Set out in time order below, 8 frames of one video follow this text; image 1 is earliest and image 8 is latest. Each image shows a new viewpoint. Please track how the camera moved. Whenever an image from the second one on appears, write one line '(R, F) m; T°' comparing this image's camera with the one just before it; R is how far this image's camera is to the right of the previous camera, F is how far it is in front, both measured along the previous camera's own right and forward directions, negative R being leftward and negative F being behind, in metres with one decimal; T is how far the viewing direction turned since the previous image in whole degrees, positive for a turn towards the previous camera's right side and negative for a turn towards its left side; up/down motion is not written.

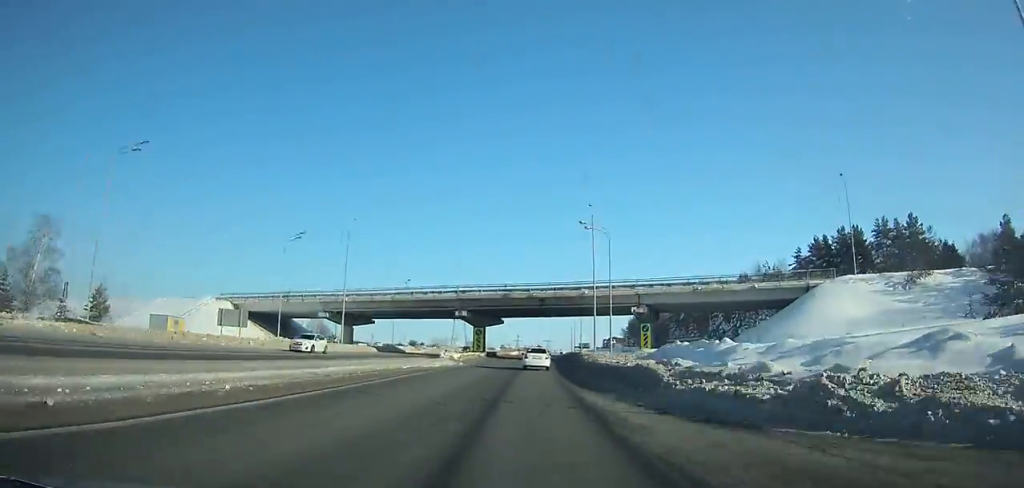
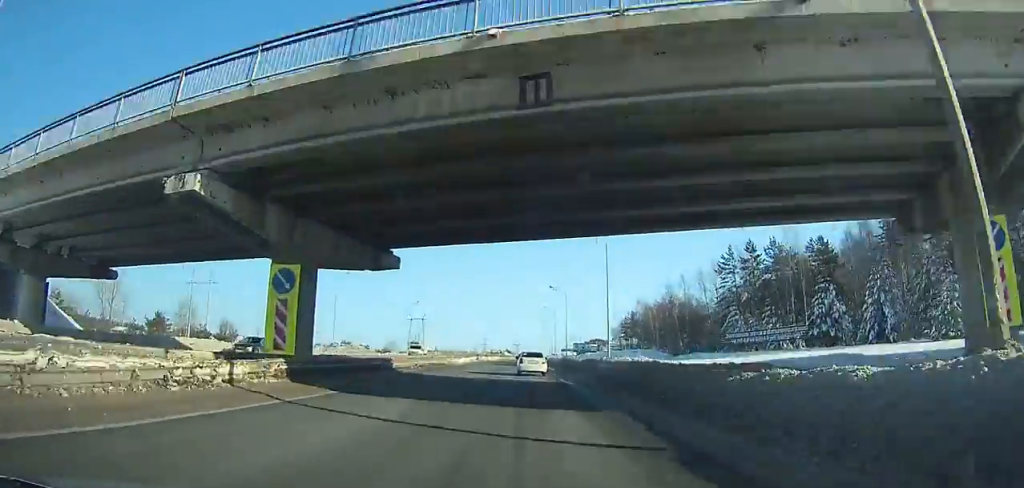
(+1.0, +53.3) m; +2°
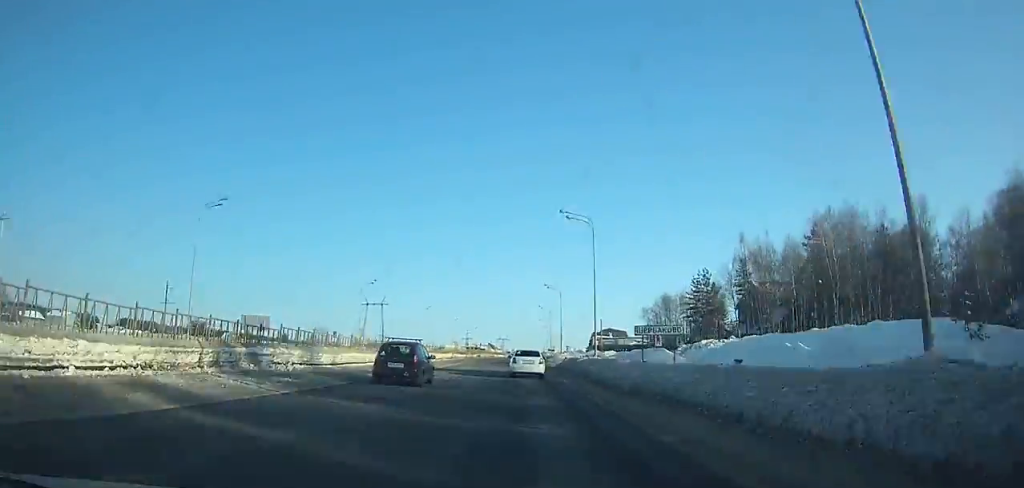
(+1.4, +81.0) m; +1°
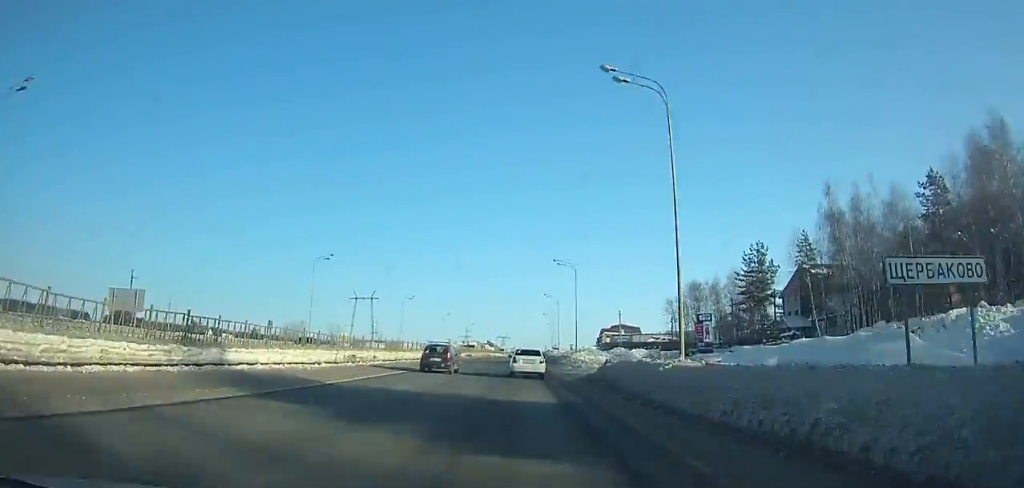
(0.0, +22.9) m; 0°
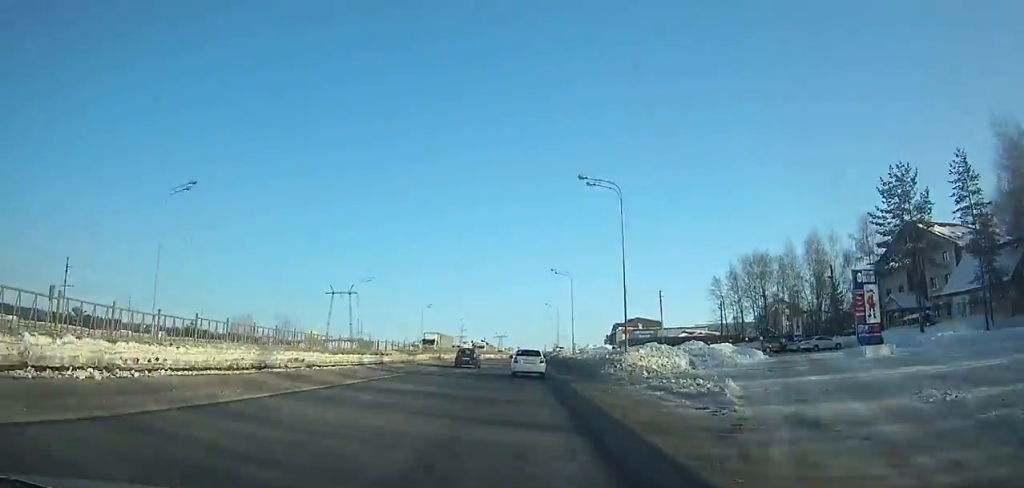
(0.0, +32.3) m; 0°
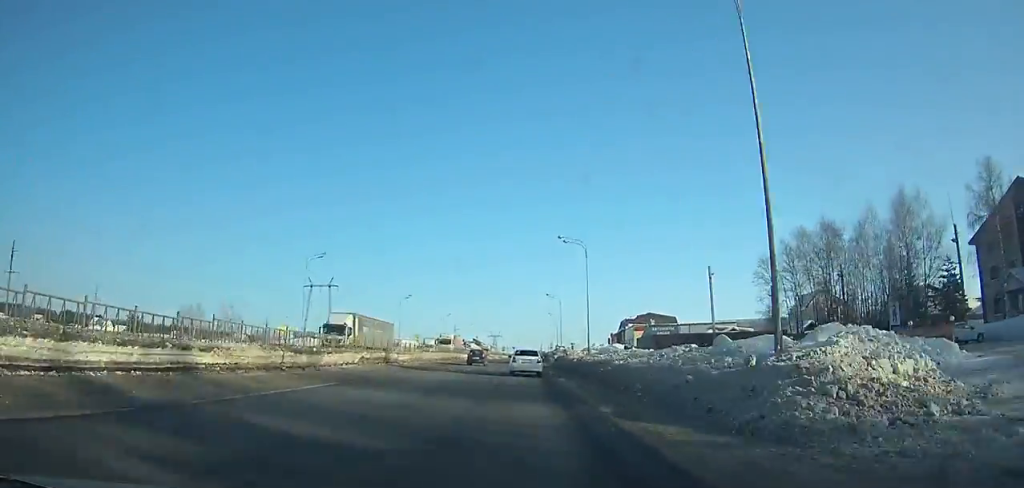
(0.0, +21.6) m; 0°
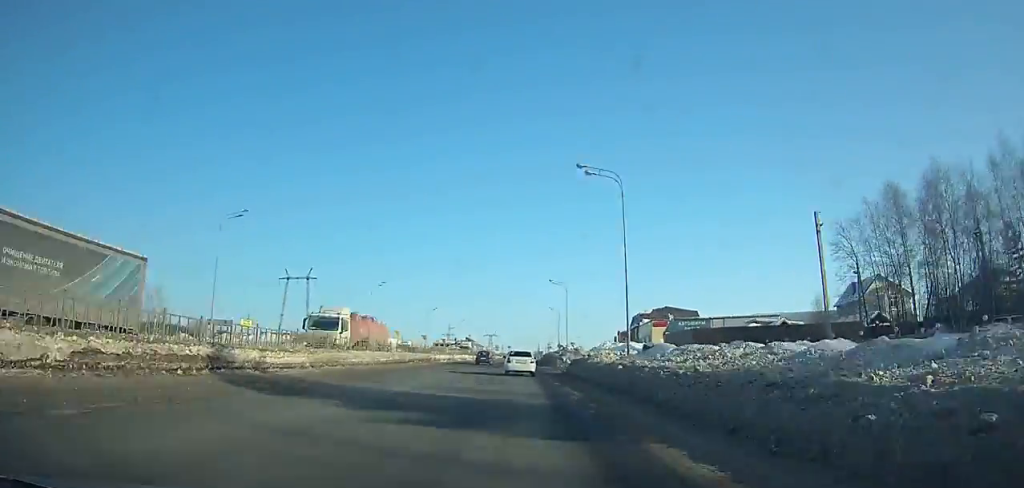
(0.0, +20.8) m; 0°
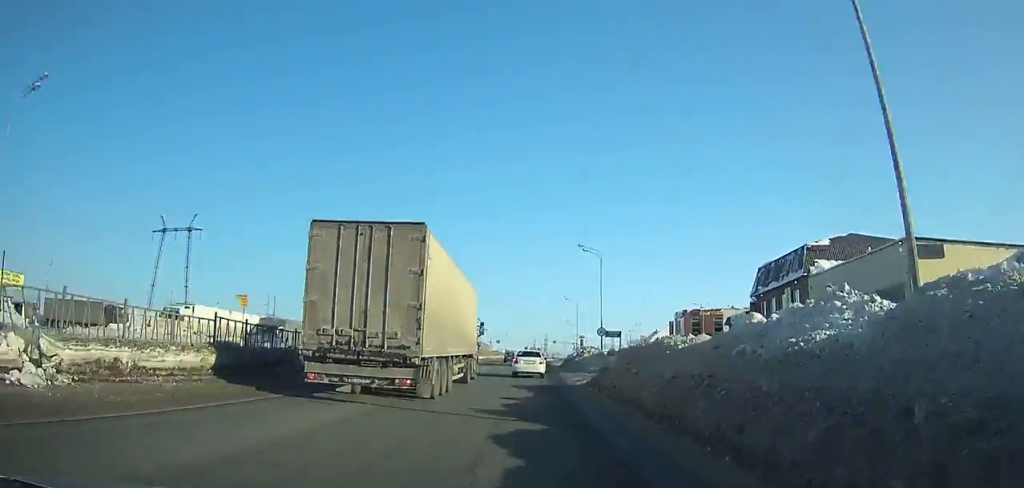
(+0.6, +72.5) m; +2°
